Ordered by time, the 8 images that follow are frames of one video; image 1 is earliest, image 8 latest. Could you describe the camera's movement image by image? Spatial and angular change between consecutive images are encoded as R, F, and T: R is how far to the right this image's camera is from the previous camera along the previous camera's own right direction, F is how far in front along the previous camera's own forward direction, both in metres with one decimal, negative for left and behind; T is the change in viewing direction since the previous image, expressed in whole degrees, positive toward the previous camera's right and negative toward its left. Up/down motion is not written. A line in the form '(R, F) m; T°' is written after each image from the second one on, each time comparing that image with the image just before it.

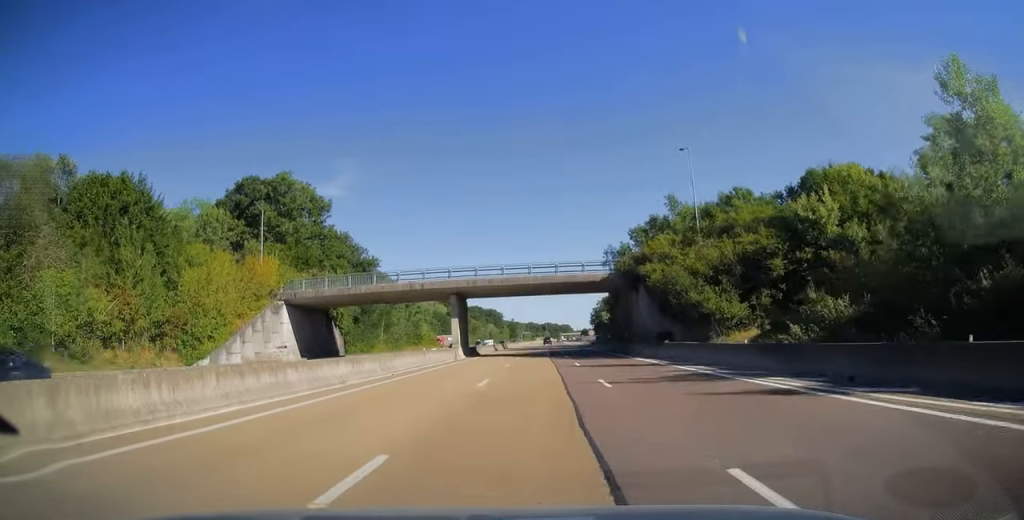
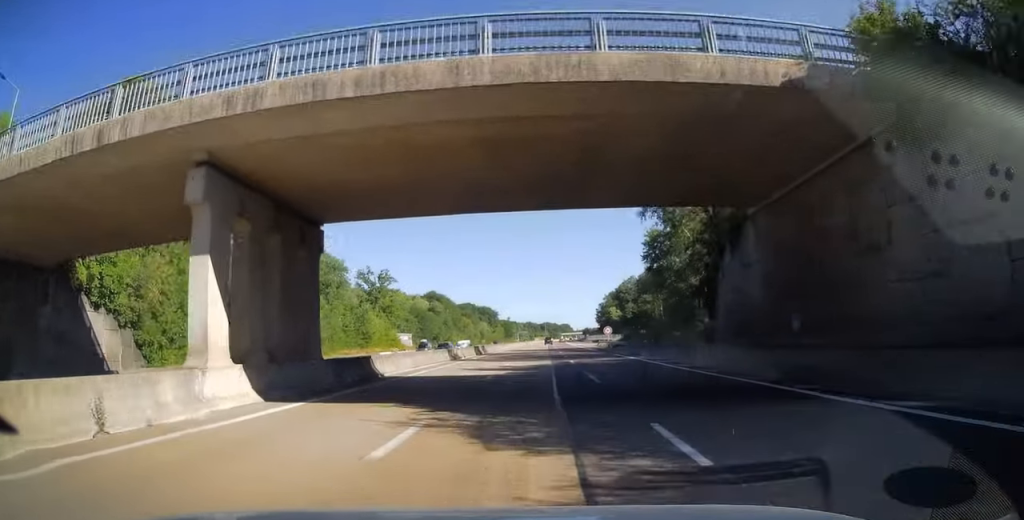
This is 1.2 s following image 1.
(-0.1, +35.8) m; 0°
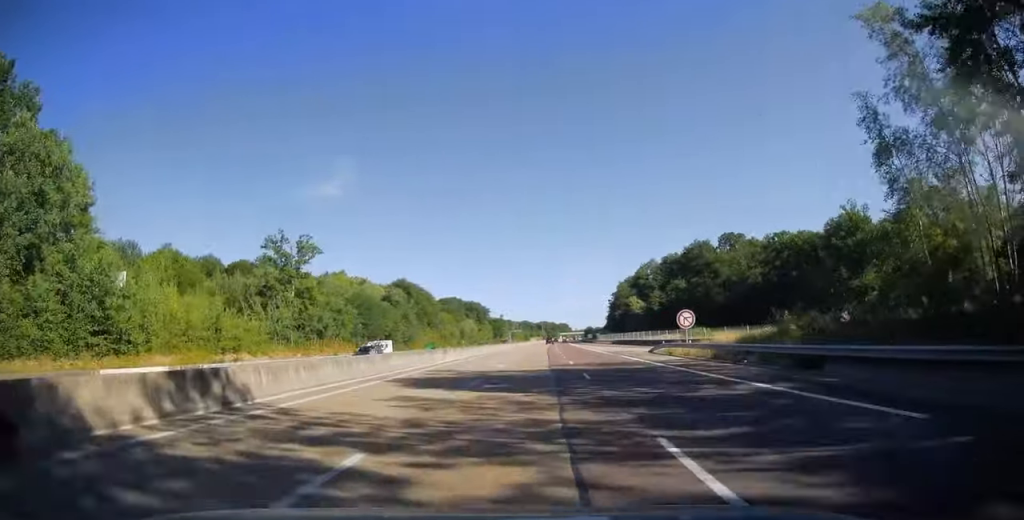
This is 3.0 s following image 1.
(0.0, +54.2) m; 0°
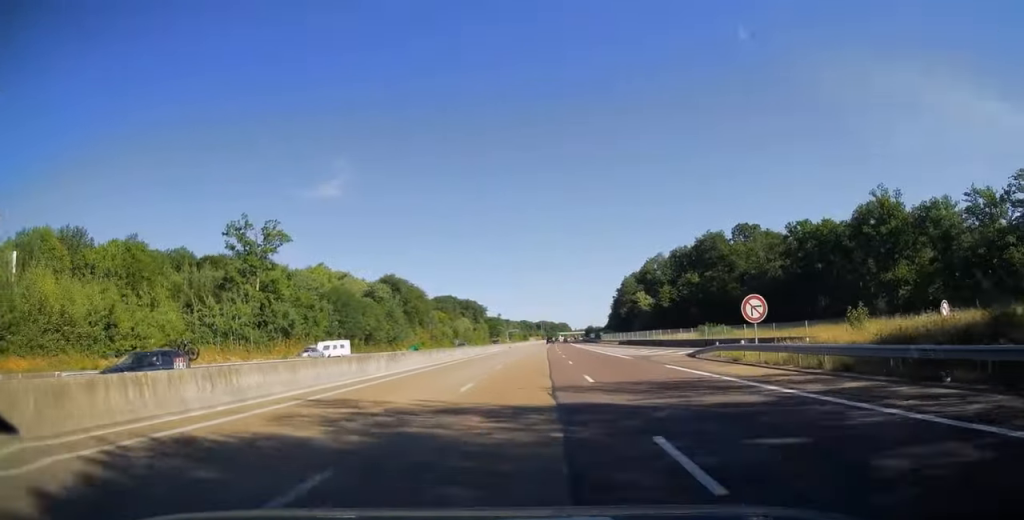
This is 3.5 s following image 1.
(-0.1, +14.1) m; 0°
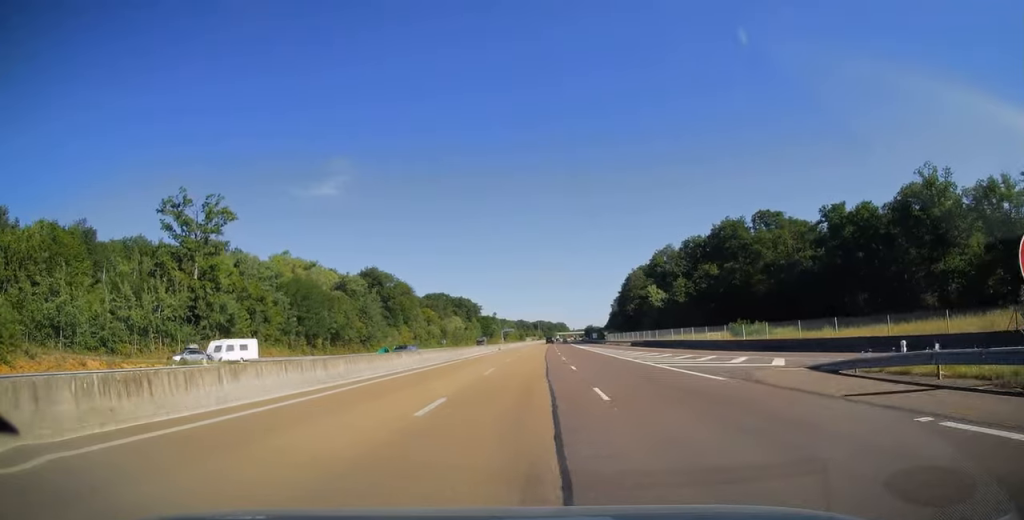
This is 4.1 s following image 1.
(+0.1, +18.2) m; 0°
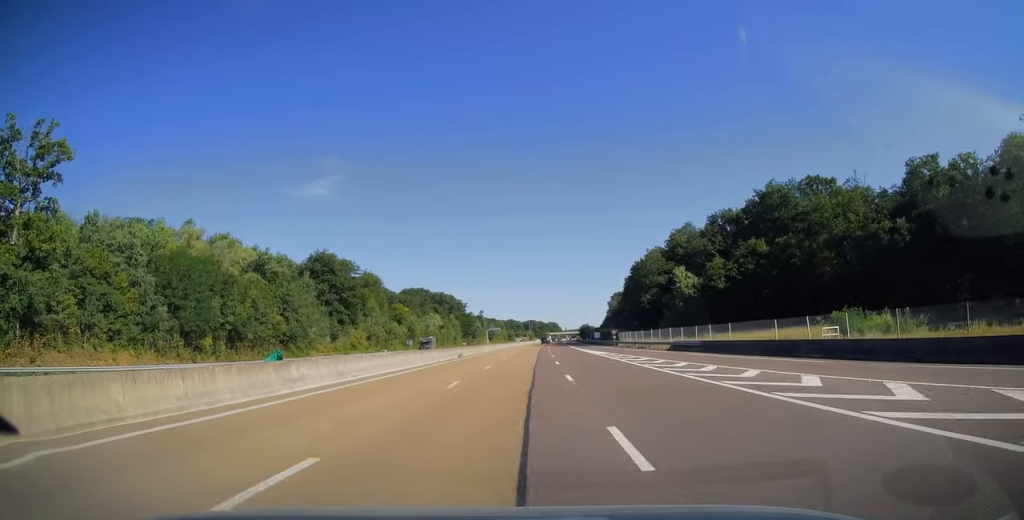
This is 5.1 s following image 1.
(+0.1, +32.8) m; 0°
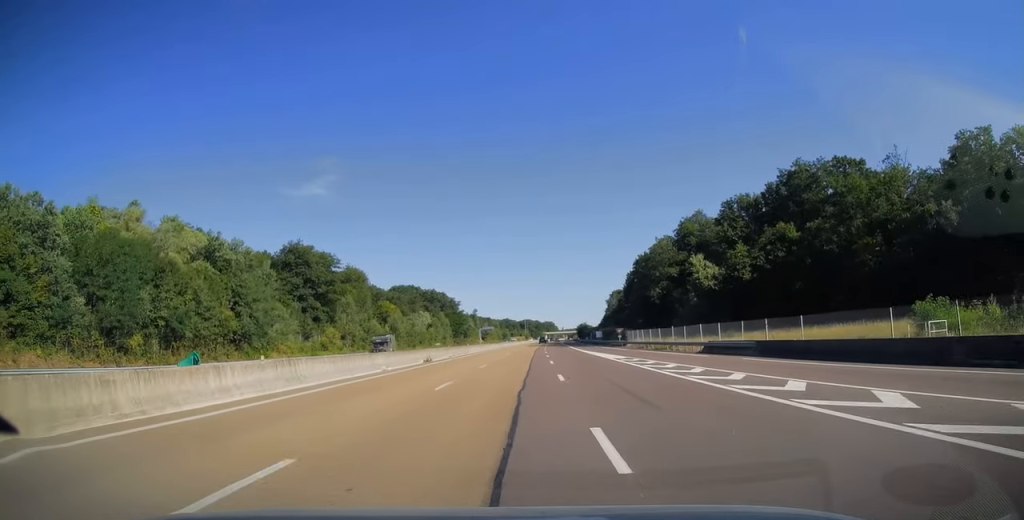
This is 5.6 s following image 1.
(-0.1, +13.1) m; 0°
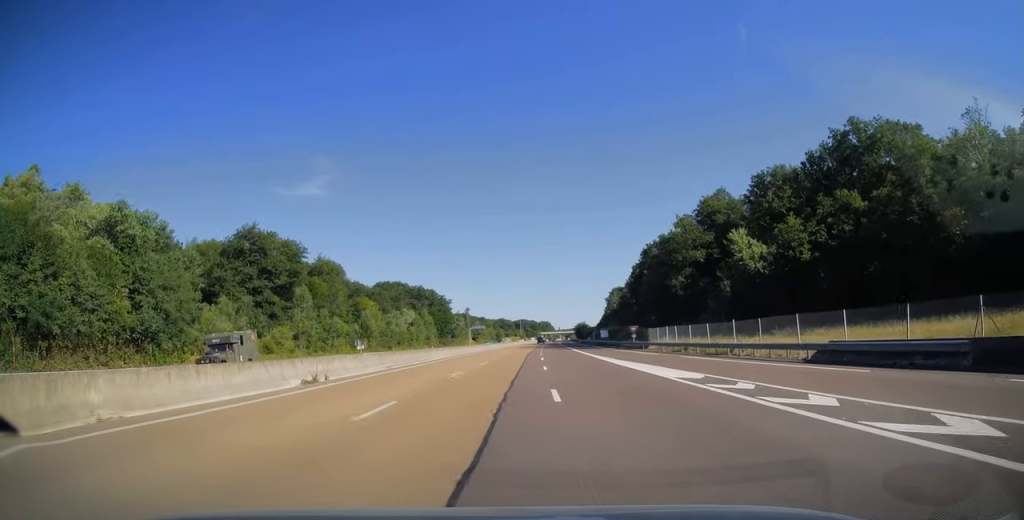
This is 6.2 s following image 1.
(+0.2, +19.1) m; +1°
